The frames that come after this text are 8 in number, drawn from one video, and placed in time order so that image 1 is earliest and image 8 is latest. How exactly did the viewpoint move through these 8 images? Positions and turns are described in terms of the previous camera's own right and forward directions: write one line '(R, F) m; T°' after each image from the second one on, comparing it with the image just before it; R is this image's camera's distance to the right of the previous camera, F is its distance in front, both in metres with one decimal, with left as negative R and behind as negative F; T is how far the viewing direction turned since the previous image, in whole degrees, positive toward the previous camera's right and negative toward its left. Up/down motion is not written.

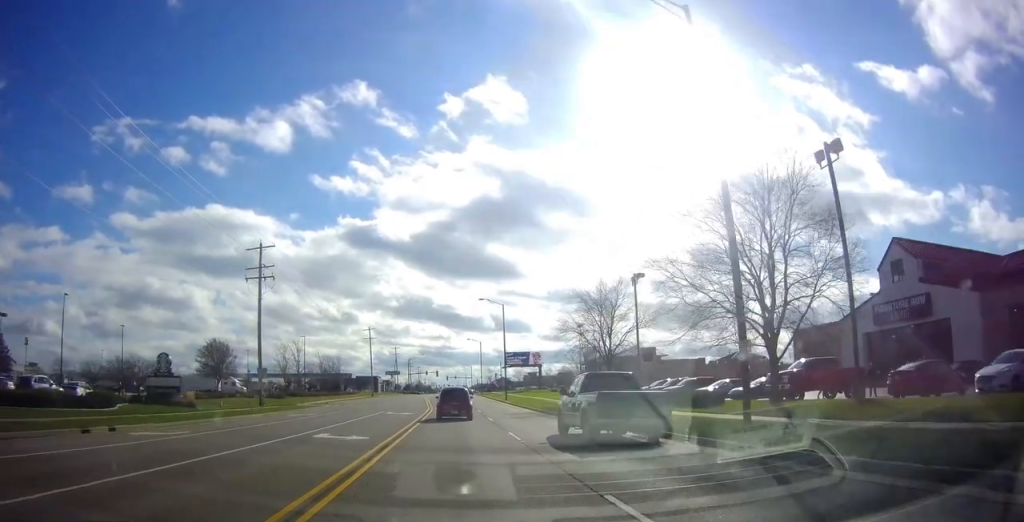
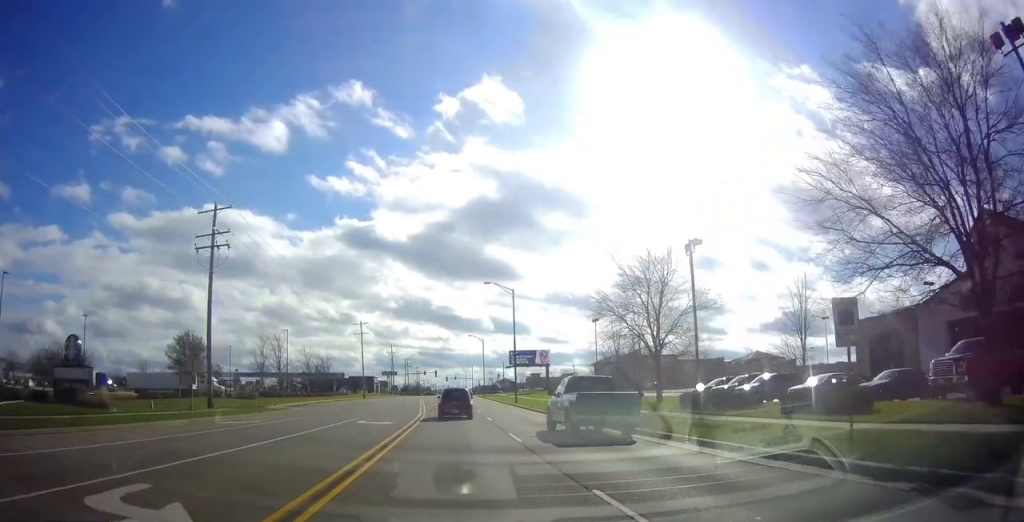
(0.0, +11.8) m; 0°
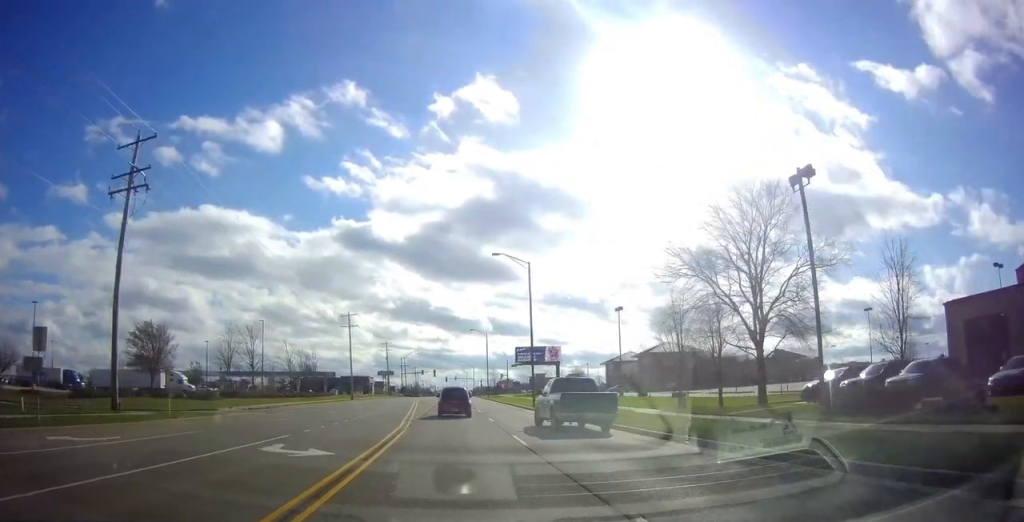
(0.0, +12.7) m; 0°
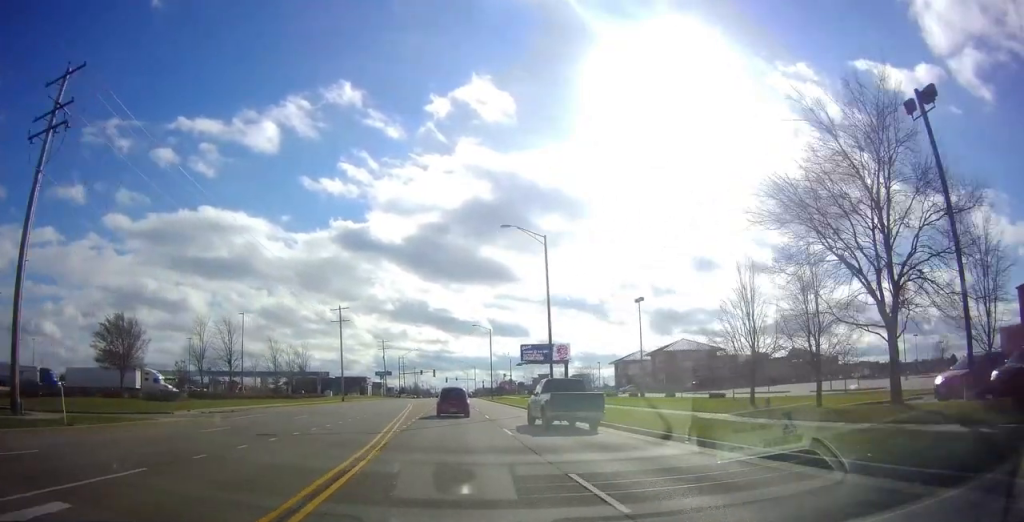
(0.0, +8.7) m; 0°
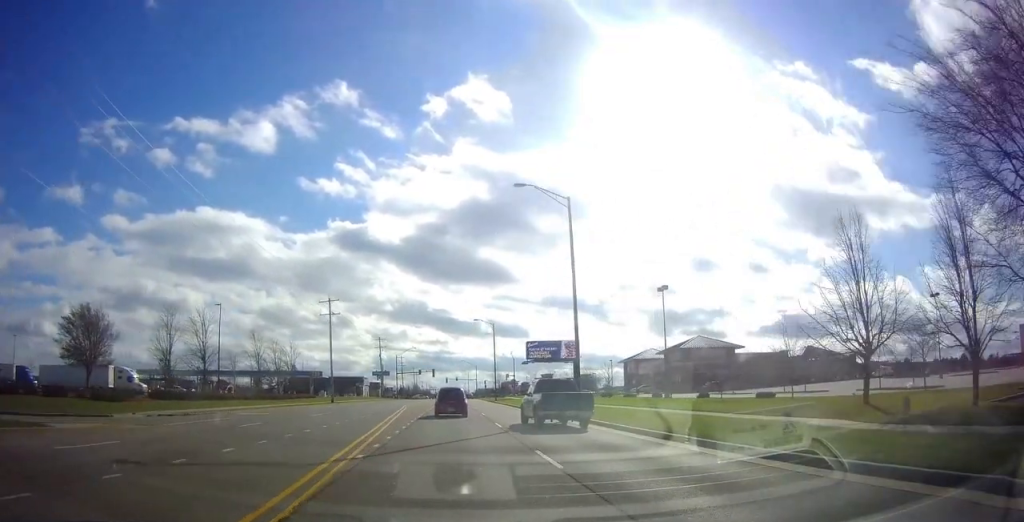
(0.0, +8.5) m; 0°
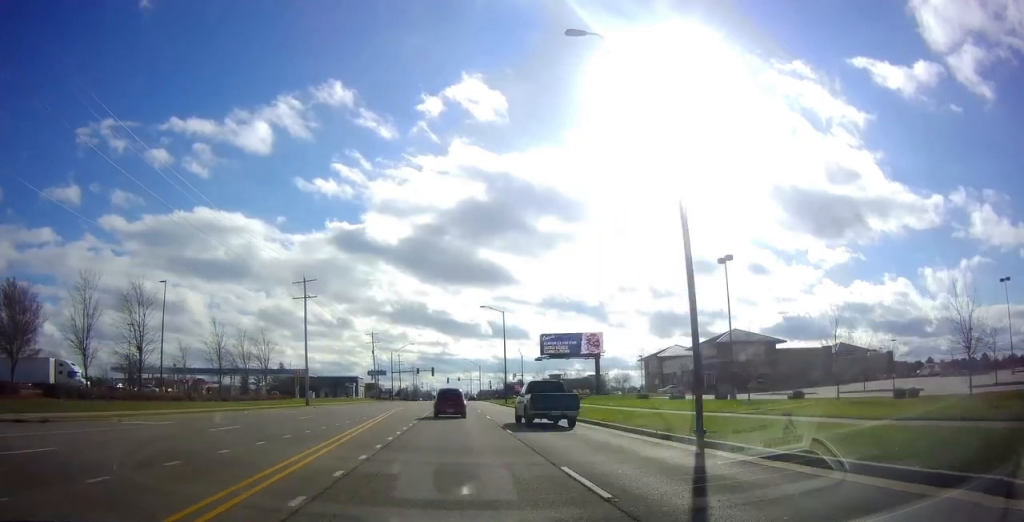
(0.0, +15.5) m; 0°
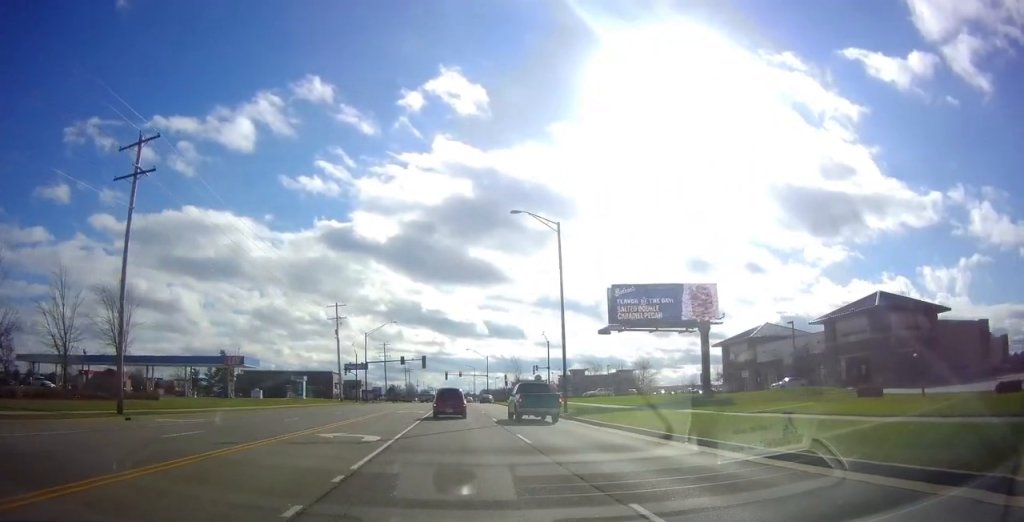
(0.0, +42.6) m; 0°
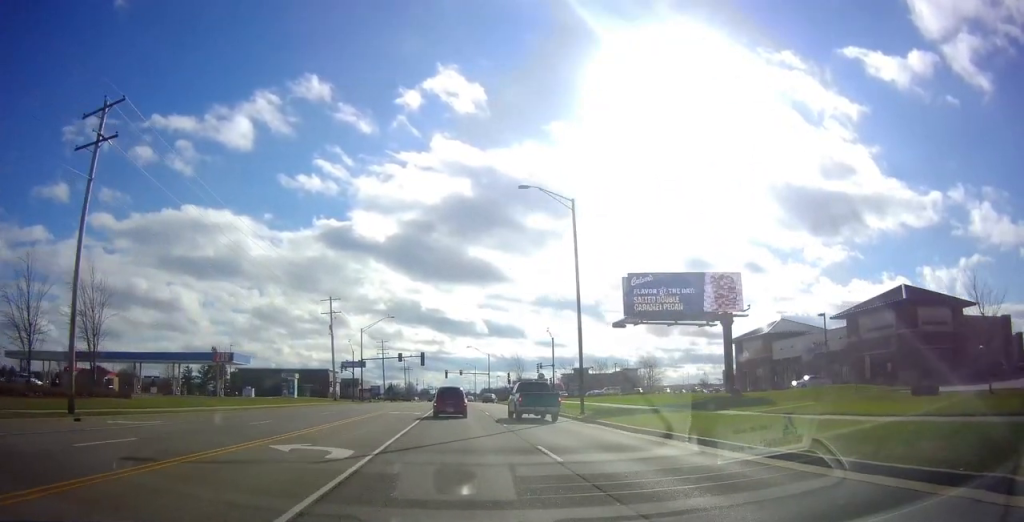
(0.0, +5.4) m; 0°
